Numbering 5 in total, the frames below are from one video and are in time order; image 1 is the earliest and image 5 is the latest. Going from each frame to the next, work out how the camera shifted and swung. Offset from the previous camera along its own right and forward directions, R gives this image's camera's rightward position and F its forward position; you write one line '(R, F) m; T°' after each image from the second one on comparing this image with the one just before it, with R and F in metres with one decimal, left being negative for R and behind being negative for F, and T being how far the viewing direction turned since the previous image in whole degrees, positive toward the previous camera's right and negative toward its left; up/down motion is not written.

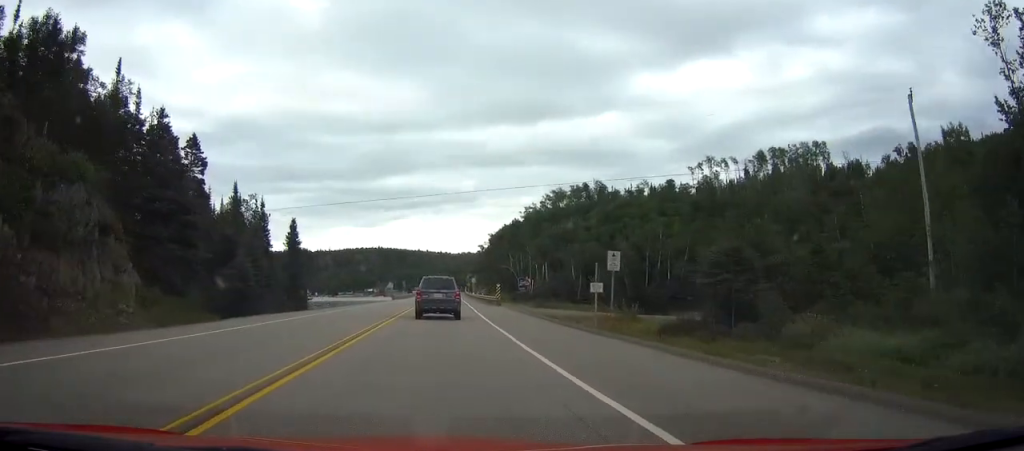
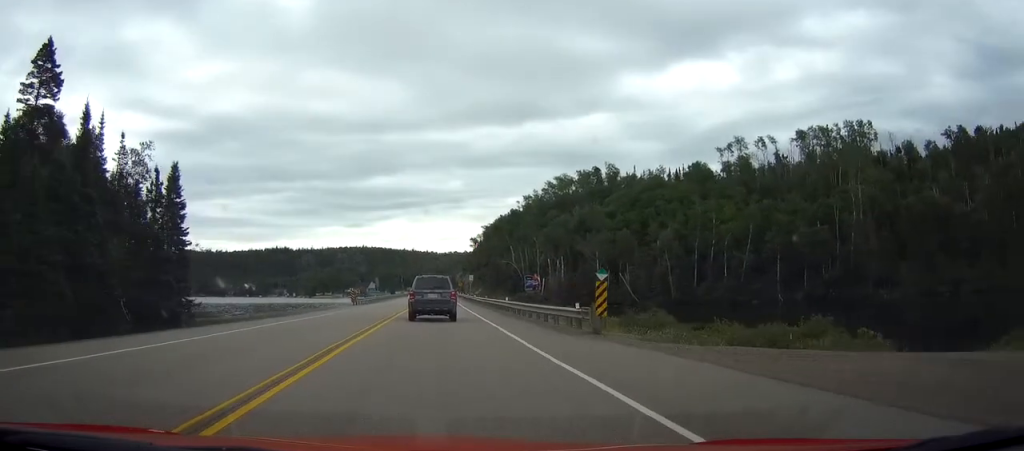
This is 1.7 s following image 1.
(0.0, +35.9) m; 0°
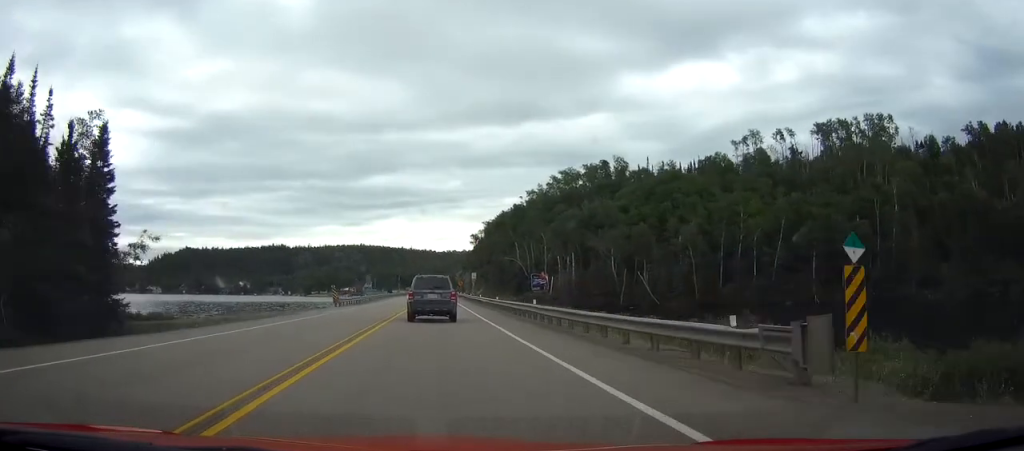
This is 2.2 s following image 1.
(0.0, +11.2) m; 0°
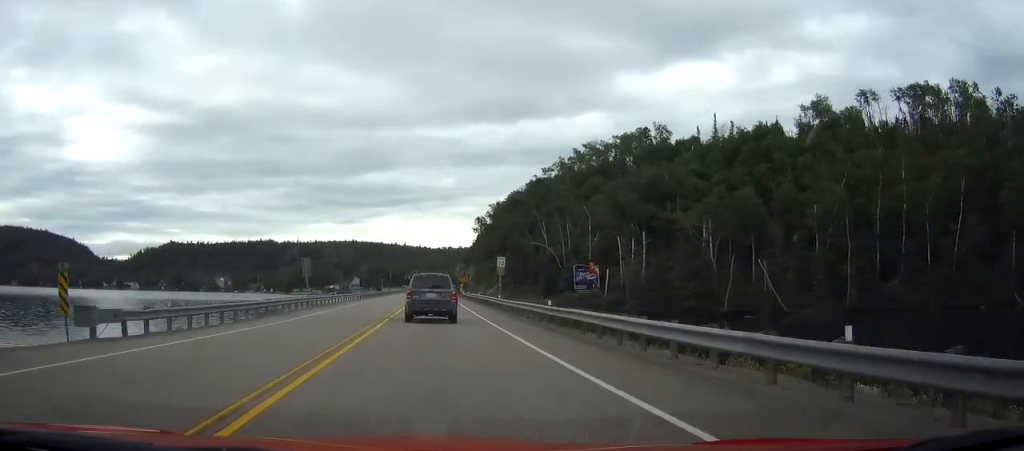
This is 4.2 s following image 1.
(0.0, +41.3) m; 0°
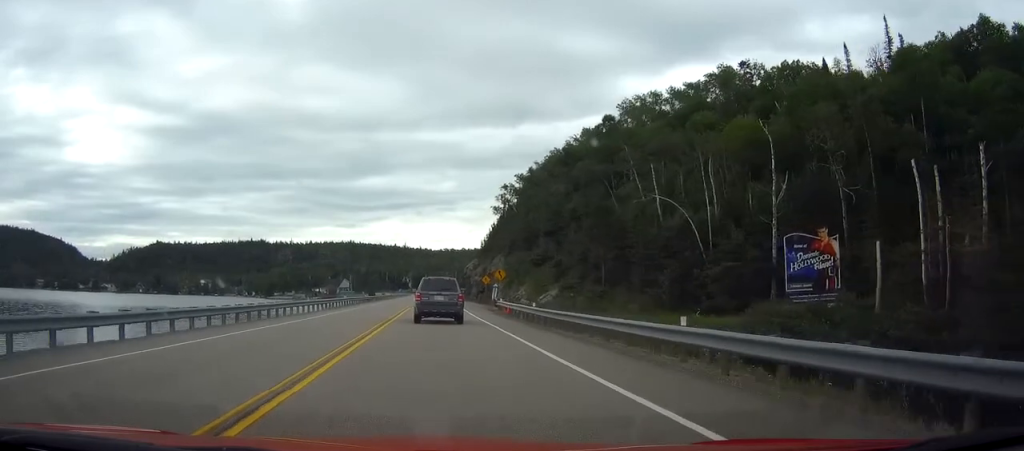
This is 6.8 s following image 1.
(0.0, +51.7) m; 0°
